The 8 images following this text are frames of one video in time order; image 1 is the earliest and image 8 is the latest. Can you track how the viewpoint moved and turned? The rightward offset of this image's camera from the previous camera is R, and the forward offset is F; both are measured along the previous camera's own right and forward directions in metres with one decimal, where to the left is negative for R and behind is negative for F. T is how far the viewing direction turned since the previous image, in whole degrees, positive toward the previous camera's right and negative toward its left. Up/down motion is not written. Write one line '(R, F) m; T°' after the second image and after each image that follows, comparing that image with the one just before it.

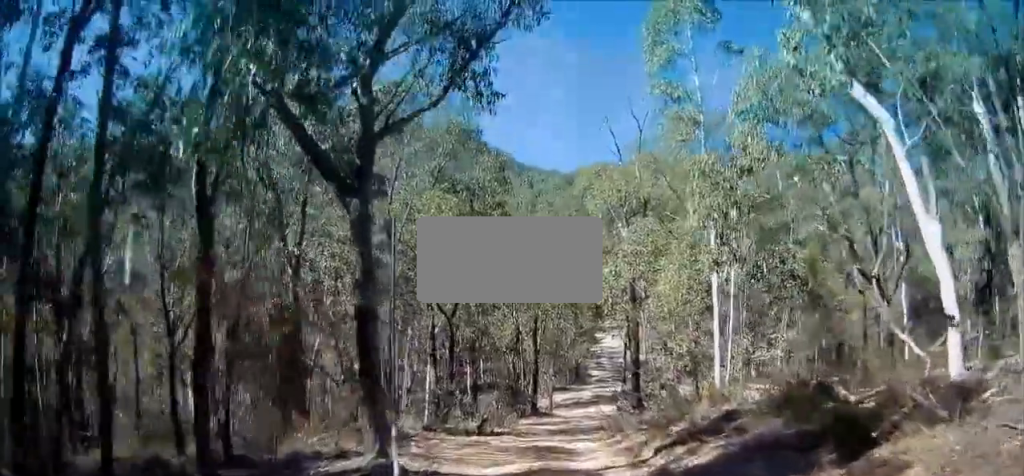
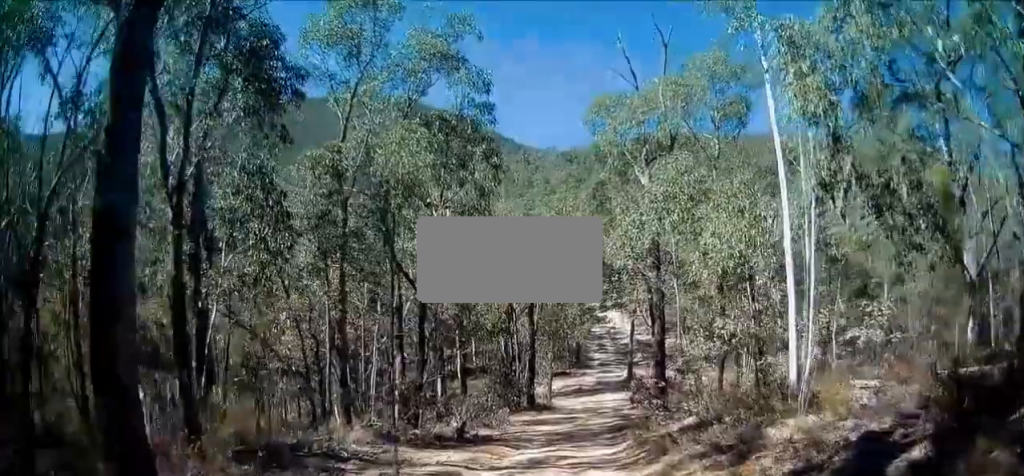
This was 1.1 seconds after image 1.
(-0.1, +4.9) m; +2°
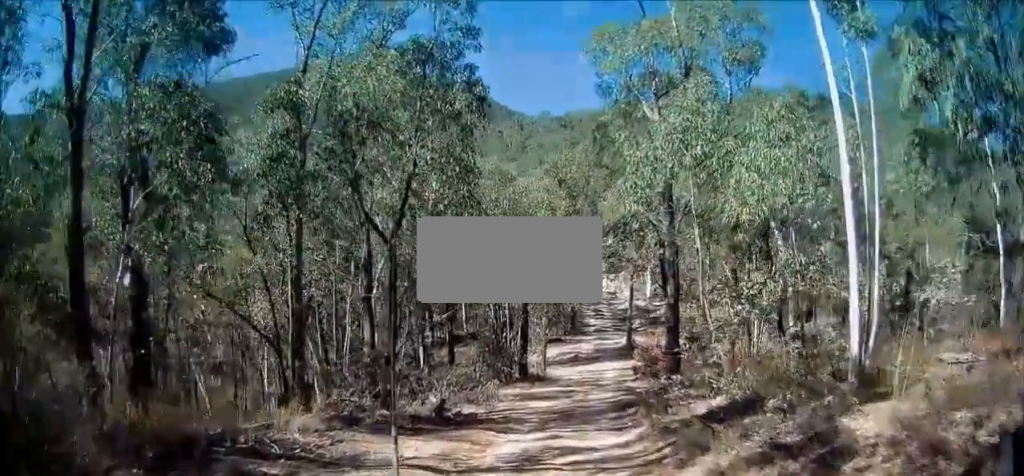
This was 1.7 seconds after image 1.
(+0.1, +2.4) m; +2°
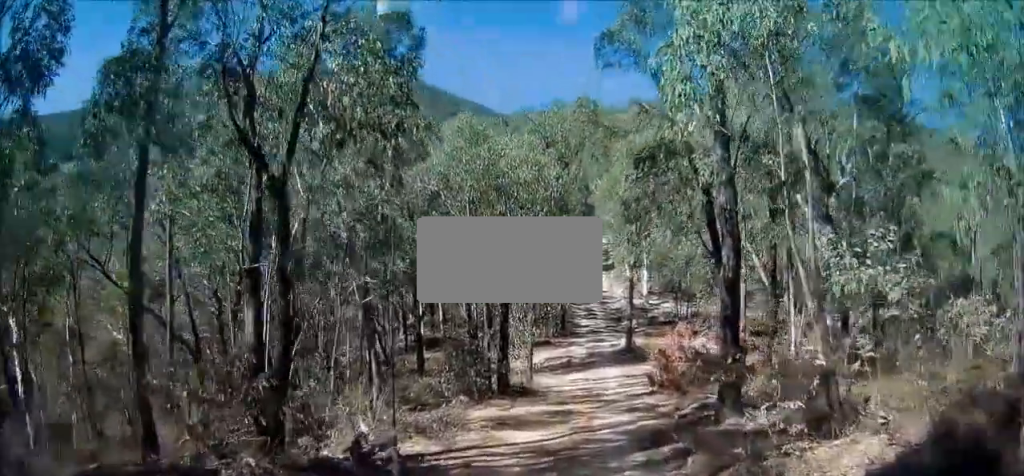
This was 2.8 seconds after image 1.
(+0.1, +5.1) m; +3°
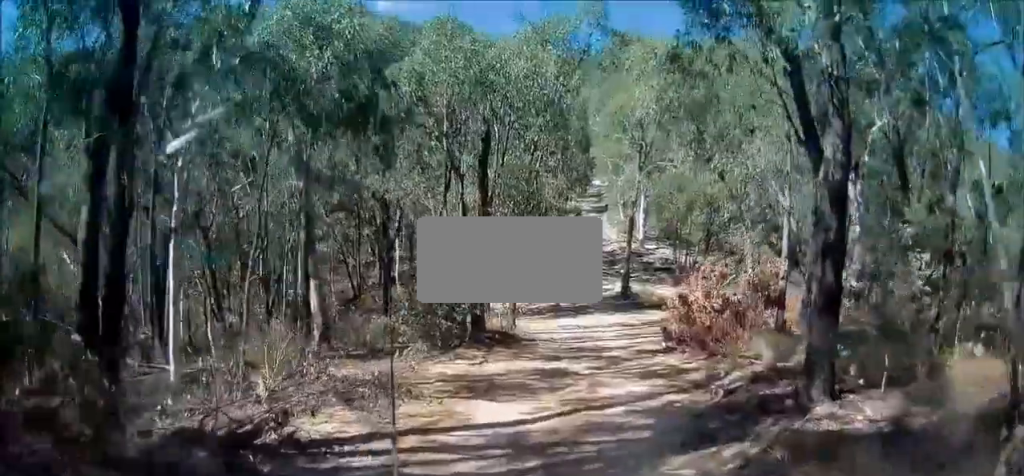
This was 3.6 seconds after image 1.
(+0.1, +3.5) m; +3°
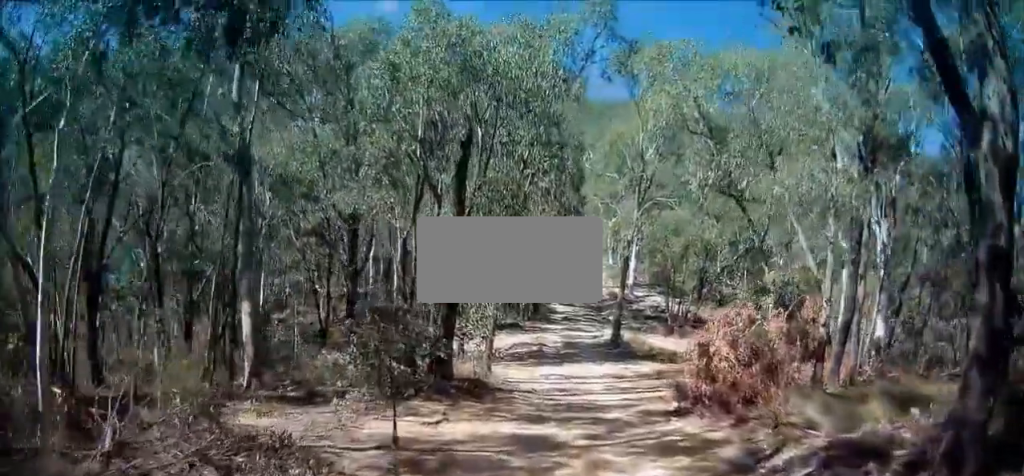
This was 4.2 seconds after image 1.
(0.0, +2.6) m; +3°
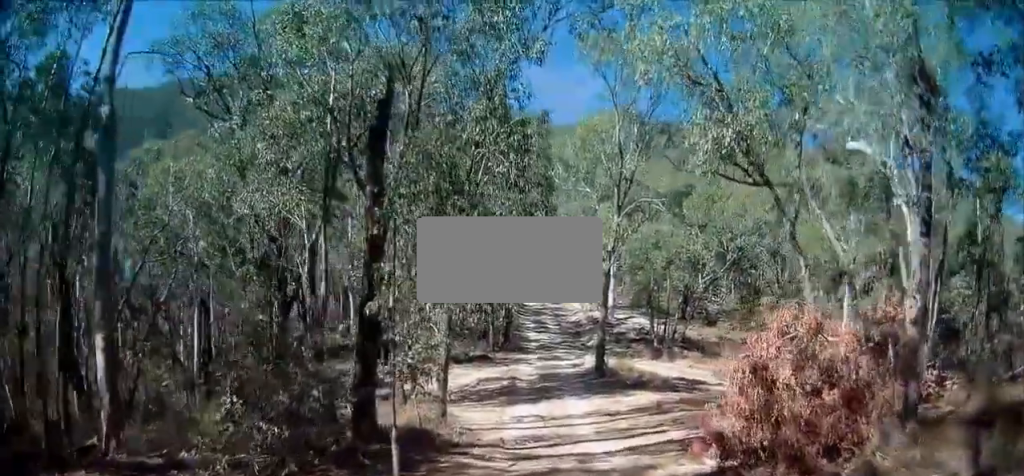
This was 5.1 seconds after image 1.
(+0.1, +3.4) m; -2°
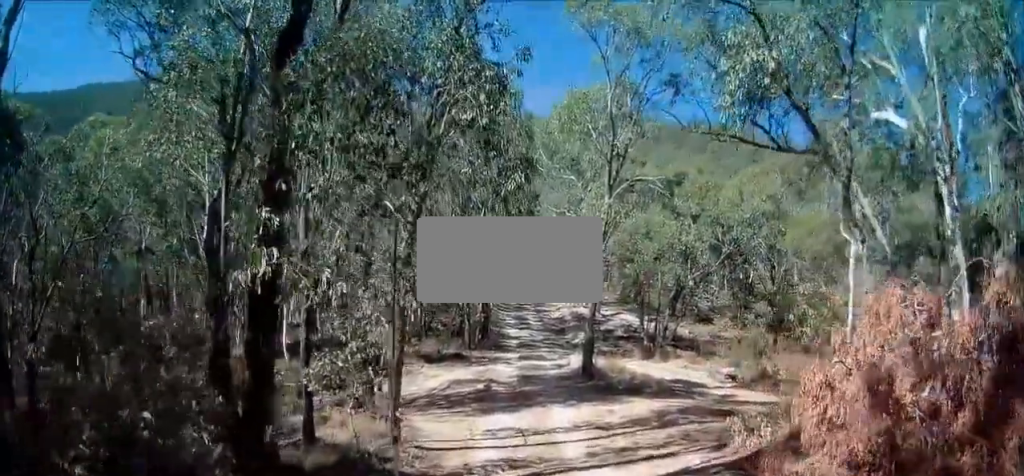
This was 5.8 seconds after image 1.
(-0.1, +2.9) m; 0°
